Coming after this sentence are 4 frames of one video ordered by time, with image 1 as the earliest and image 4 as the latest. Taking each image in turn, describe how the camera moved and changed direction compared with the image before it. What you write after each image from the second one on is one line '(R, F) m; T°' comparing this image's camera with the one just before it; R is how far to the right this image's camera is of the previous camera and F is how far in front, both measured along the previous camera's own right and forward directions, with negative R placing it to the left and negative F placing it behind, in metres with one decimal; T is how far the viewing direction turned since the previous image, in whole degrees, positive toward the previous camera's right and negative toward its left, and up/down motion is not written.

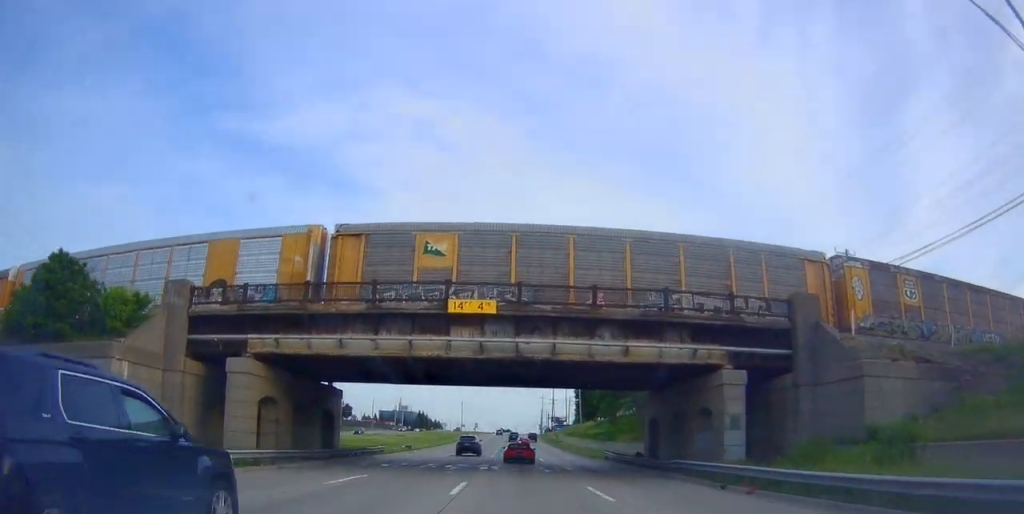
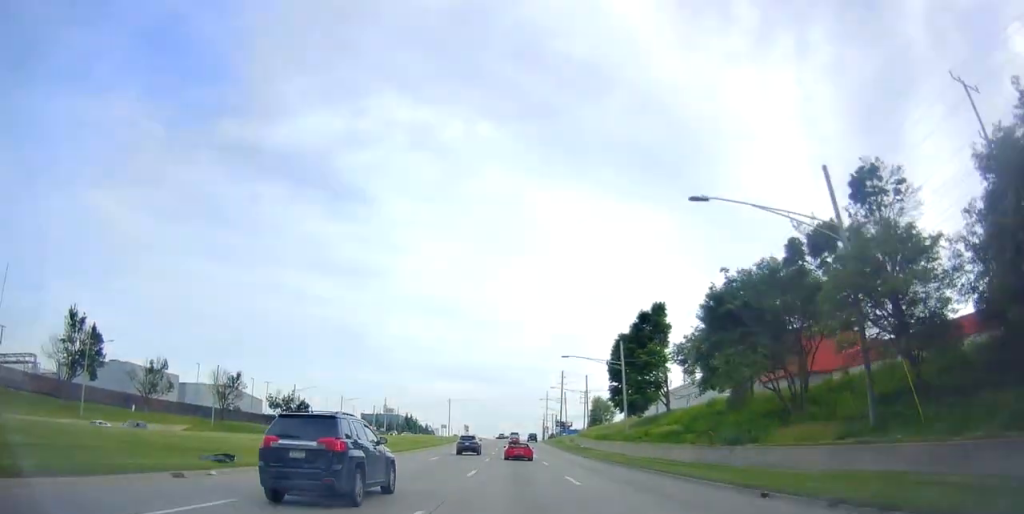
(+0.5, +39.2) m; 0°
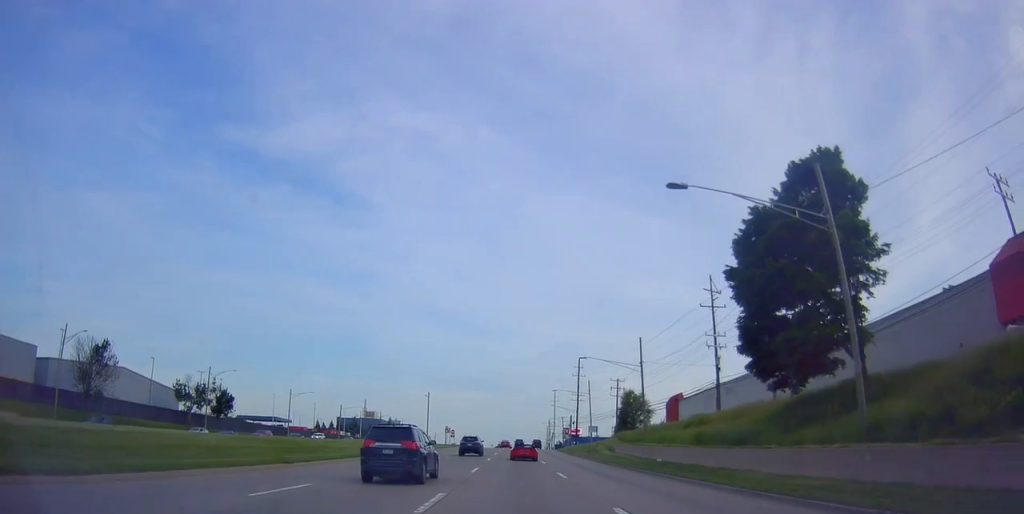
(-1.1, +41.2) m; -2°
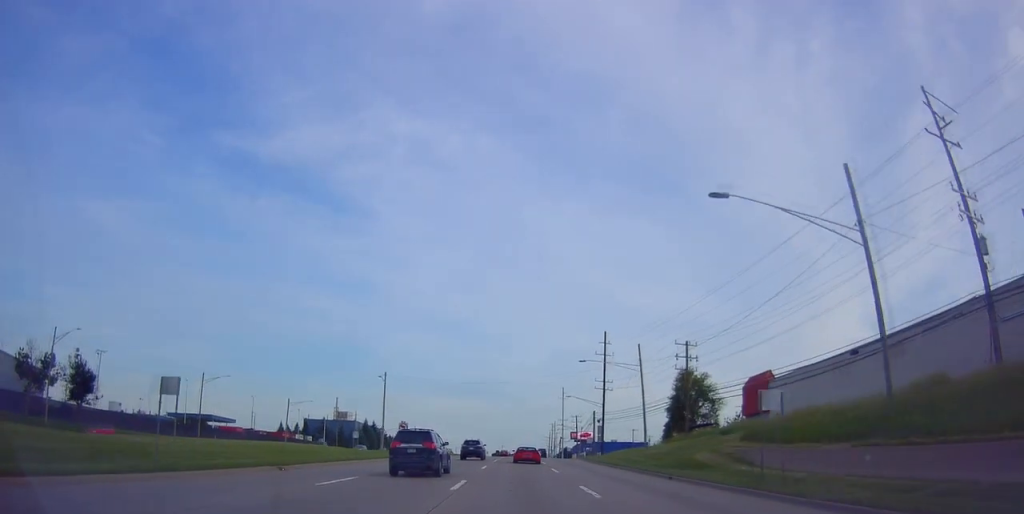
(0.0, +39.7) m; +1°
